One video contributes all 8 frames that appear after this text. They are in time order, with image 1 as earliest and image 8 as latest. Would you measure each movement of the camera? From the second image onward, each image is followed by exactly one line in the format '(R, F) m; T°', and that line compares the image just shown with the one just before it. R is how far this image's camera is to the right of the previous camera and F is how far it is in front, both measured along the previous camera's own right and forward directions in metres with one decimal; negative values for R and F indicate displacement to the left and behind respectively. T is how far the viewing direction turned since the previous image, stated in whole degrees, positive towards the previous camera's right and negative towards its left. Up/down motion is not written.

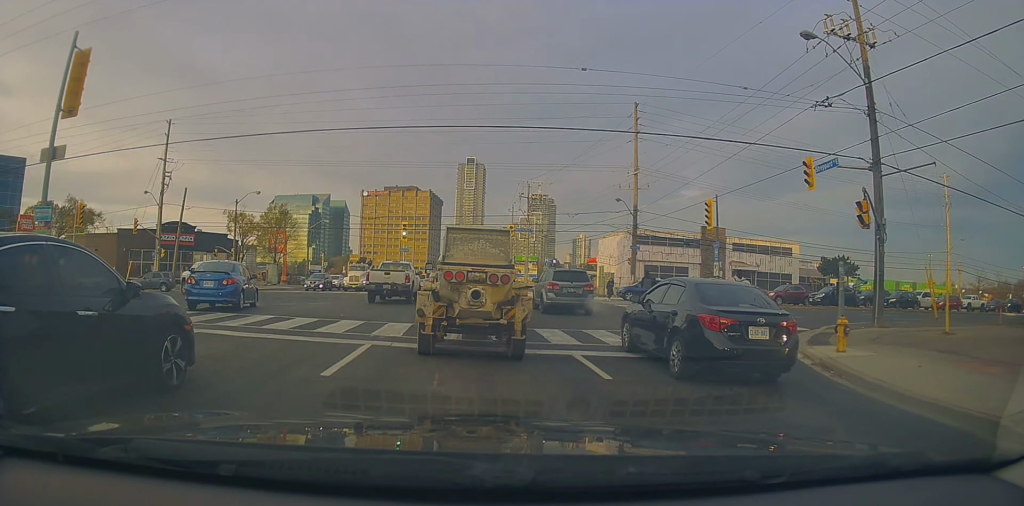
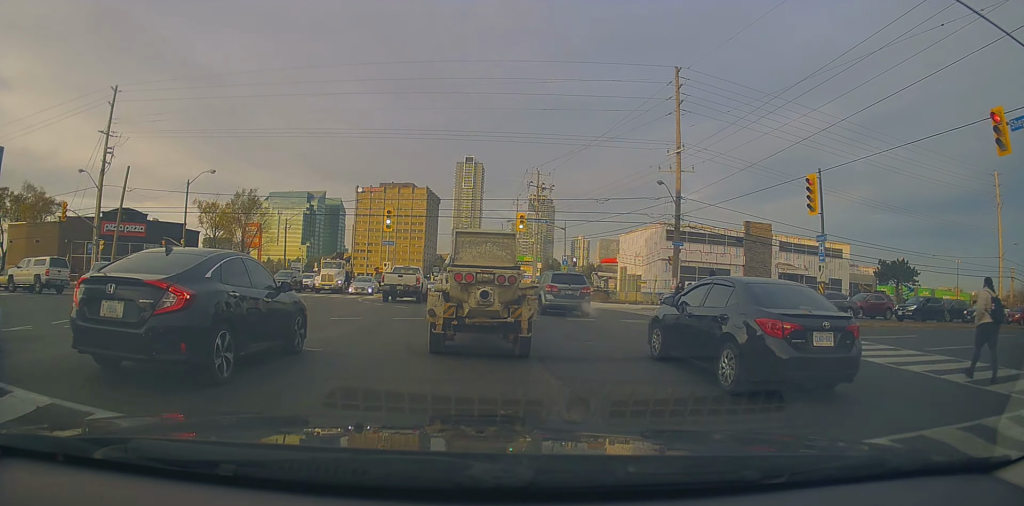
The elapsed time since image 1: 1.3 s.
(0.0, +9.3) m; +1°
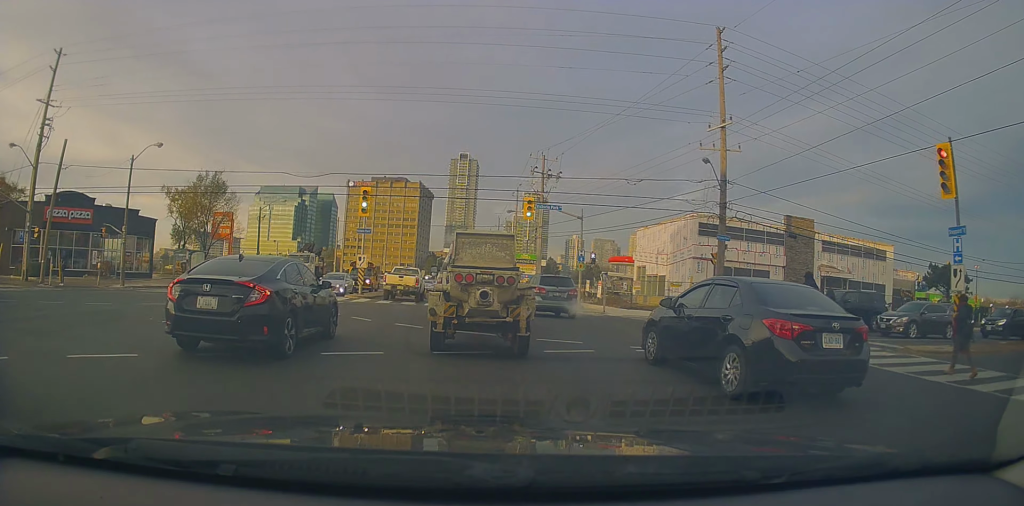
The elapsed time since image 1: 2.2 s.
(+0.1, +7.2) m; -2°
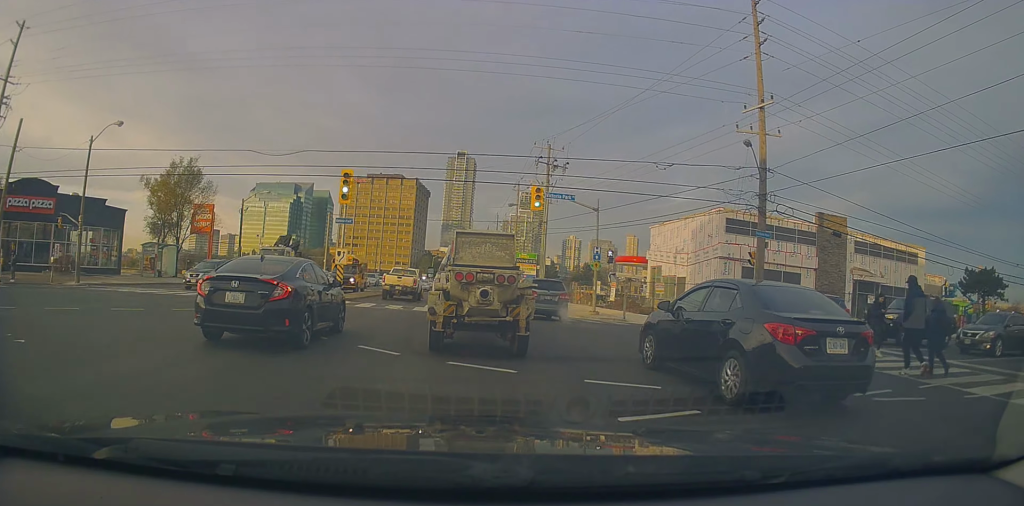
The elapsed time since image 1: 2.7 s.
(+0.1, +4.4) m; -2°
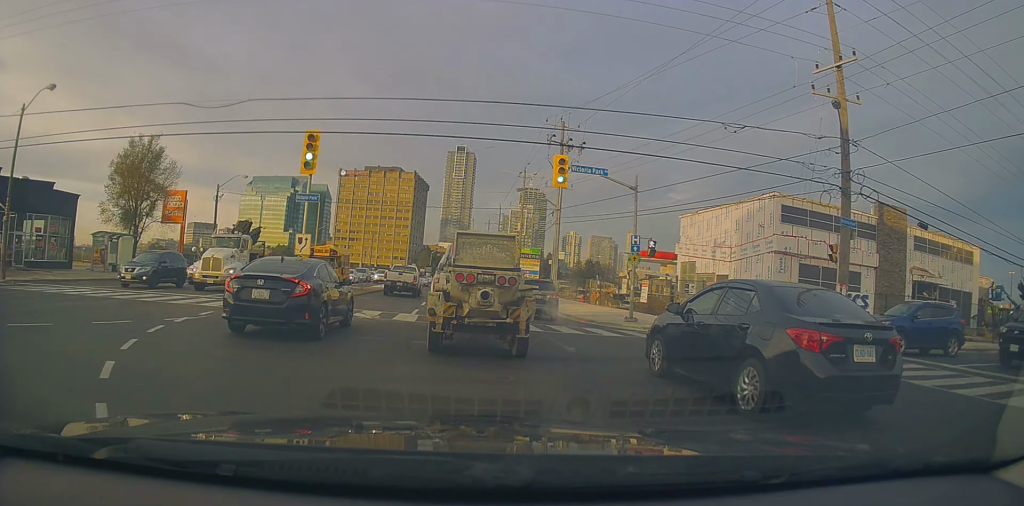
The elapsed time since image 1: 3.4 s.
(-0.3, +6.4) m; +1°
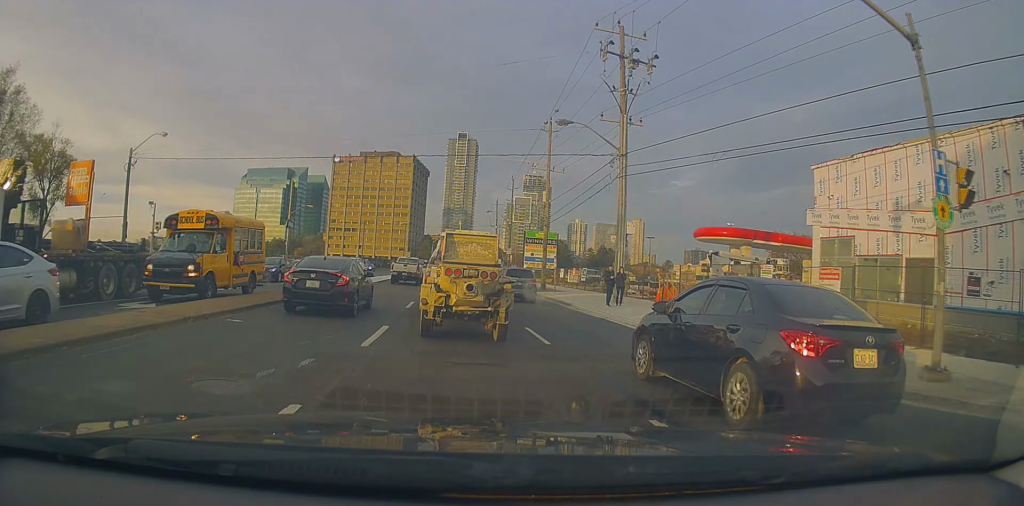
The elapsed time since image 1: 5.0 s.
(+1.1, +17.1) m; +5°
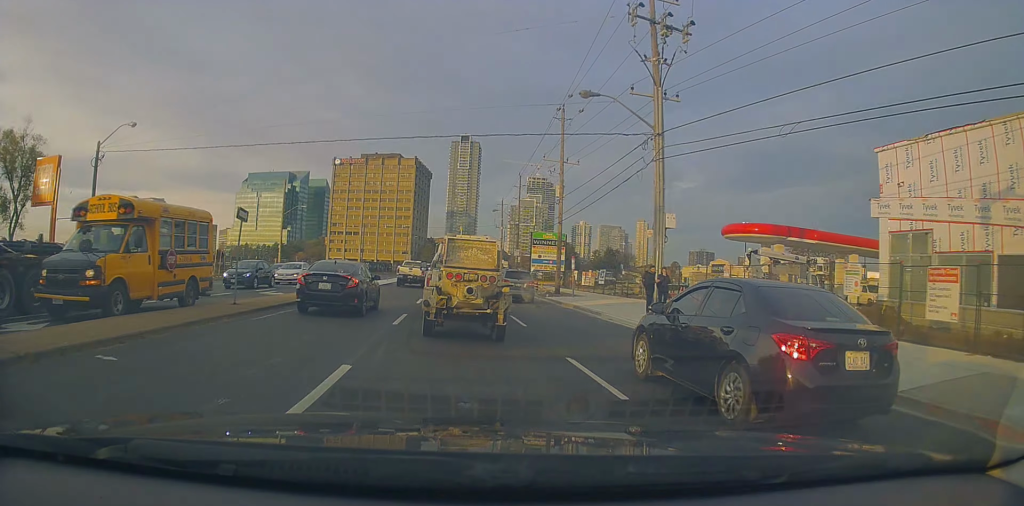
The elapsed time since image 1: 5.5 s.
(-0.1, +4.7) m; -1°
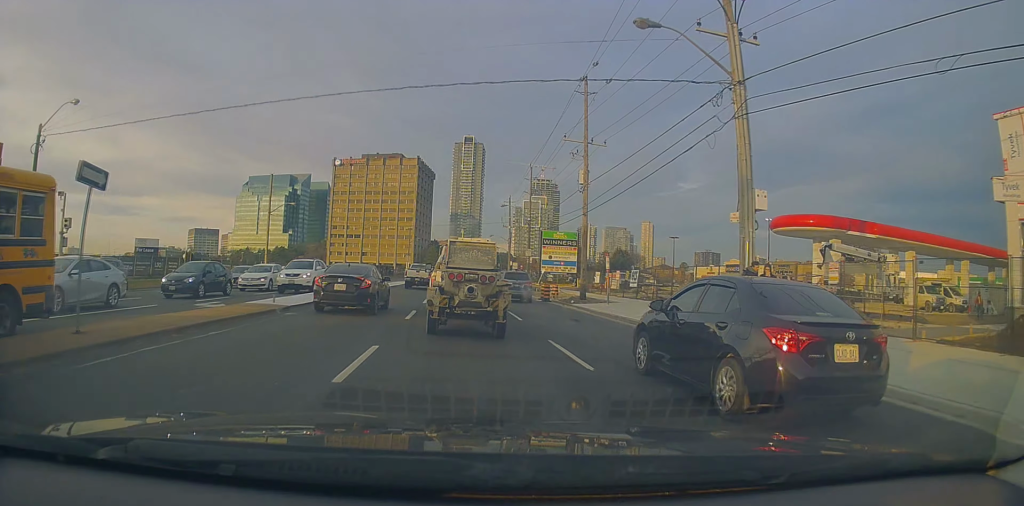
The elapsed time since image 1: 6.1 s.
(-0.1, +6.7) m; -2°
